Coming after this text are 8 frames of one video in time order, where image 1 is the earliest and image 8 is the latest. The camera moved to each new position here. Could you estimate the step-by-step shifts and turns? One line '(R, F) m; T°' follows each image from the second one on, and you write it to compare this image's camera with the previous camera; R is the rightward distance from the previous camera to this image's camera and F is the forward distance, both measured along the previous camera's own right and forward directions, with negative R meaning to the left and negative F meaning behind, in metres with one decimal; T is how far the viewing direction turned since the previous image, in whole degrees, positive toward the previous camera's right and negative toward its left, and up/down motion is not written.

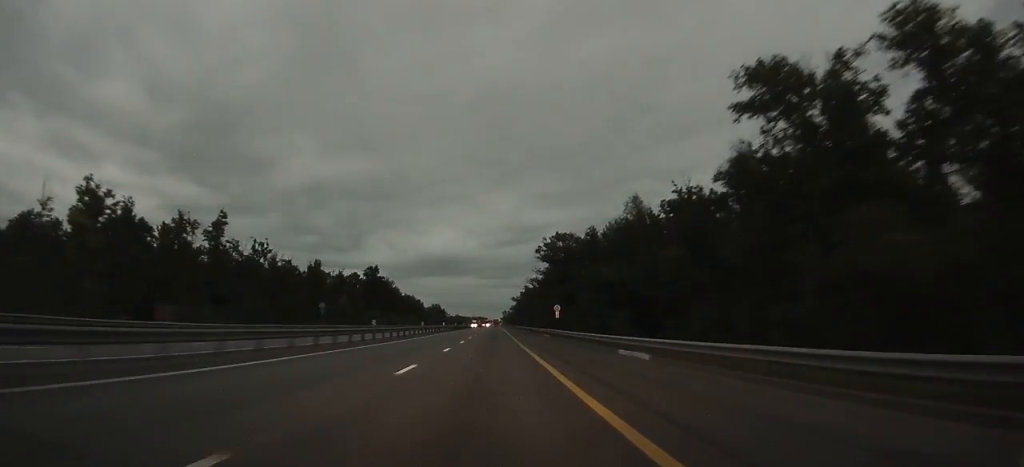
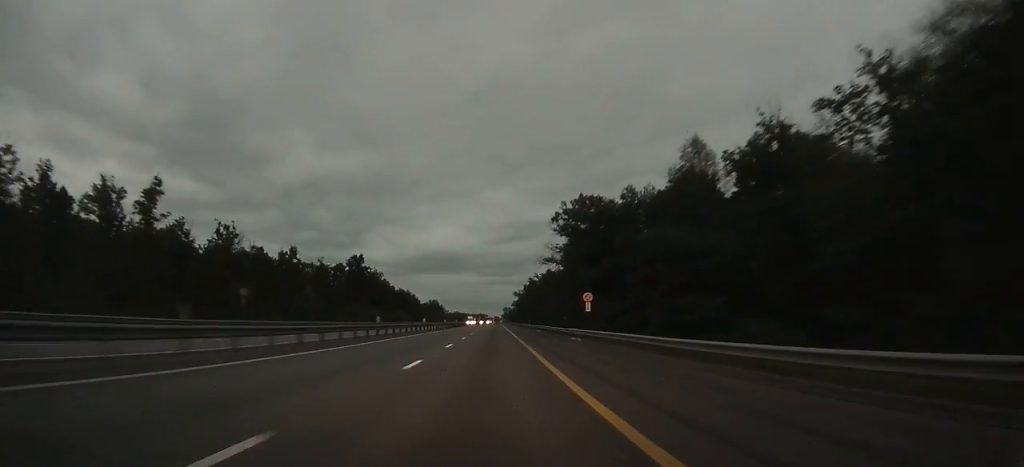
(0.0, +23.1) m; 0°
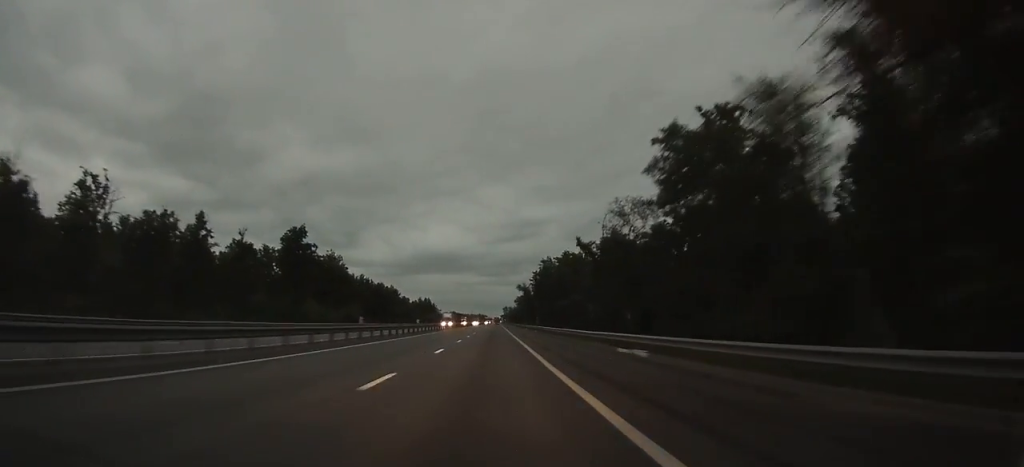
(0.0, +52.6) m; 0°
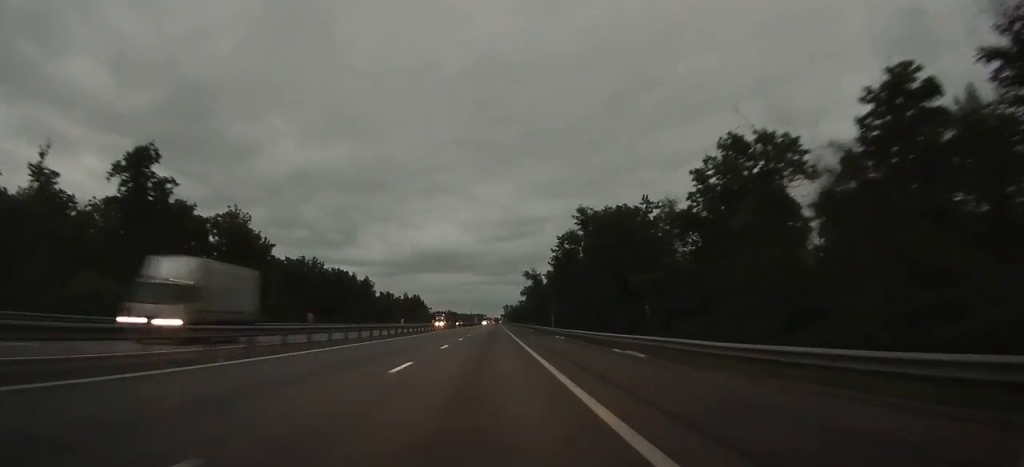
(0.0, +57.2) m; 0°
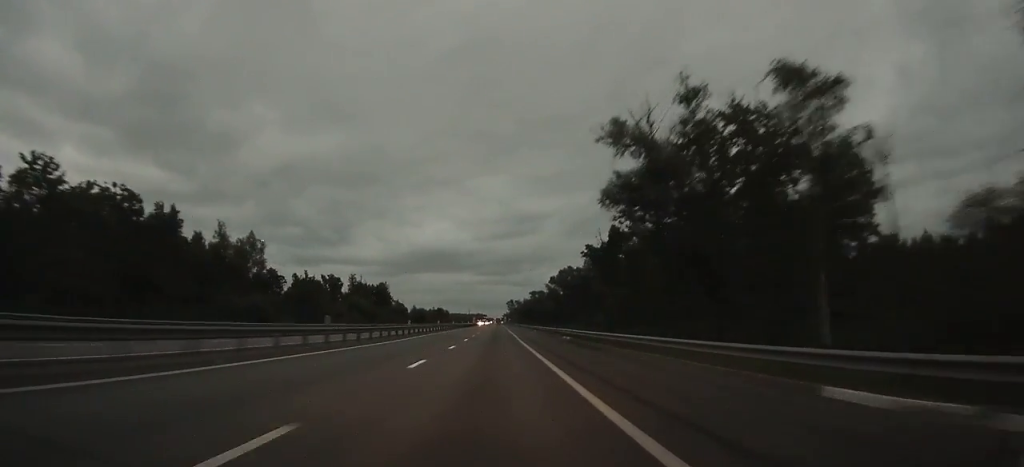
(0.0, +118.5) m; 0°
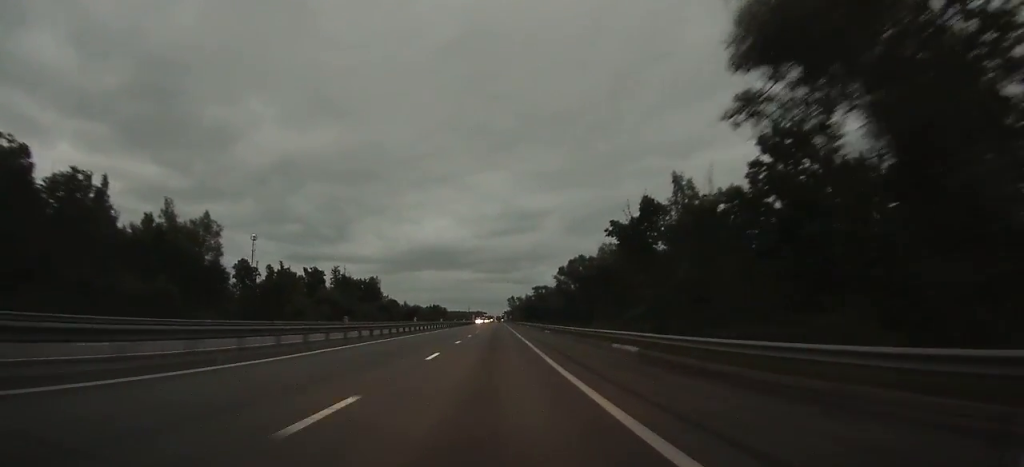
(0.0, +21.1) m; 0°
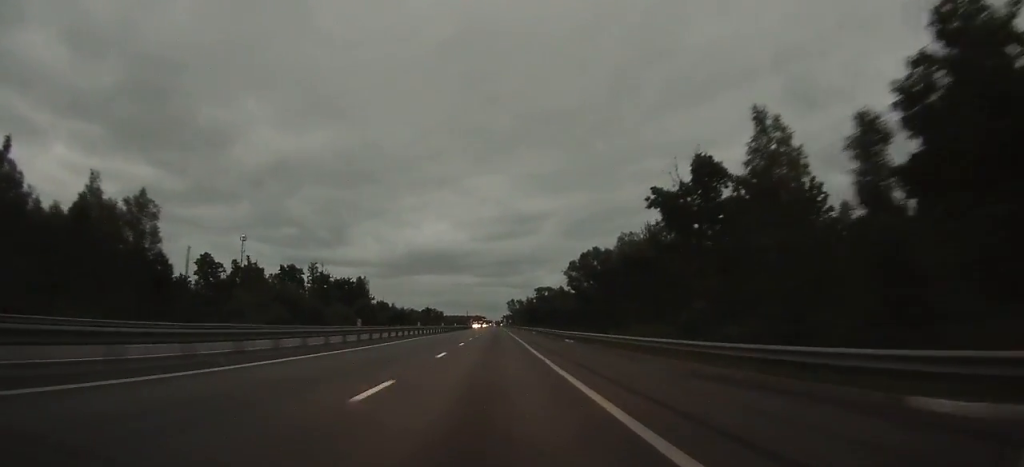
(0.0, +21.1) m; 0°
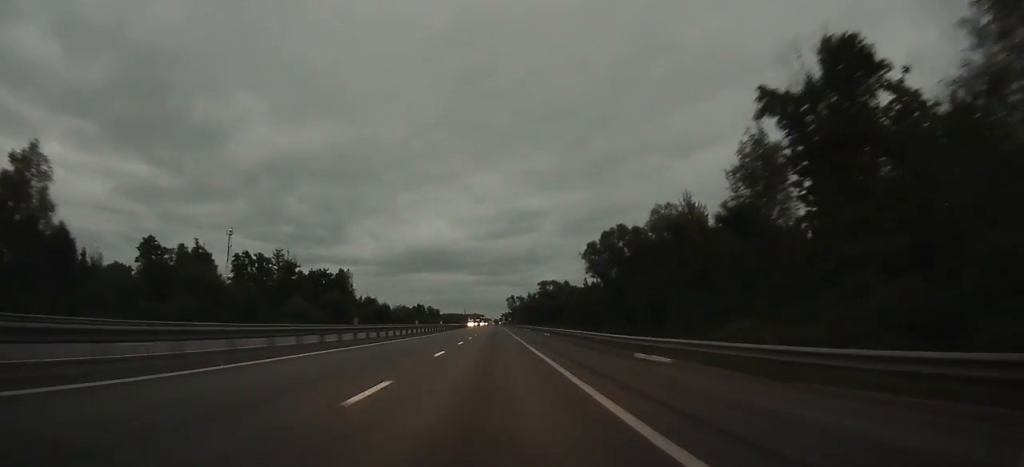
(0.0, +24.4) m; 0°
